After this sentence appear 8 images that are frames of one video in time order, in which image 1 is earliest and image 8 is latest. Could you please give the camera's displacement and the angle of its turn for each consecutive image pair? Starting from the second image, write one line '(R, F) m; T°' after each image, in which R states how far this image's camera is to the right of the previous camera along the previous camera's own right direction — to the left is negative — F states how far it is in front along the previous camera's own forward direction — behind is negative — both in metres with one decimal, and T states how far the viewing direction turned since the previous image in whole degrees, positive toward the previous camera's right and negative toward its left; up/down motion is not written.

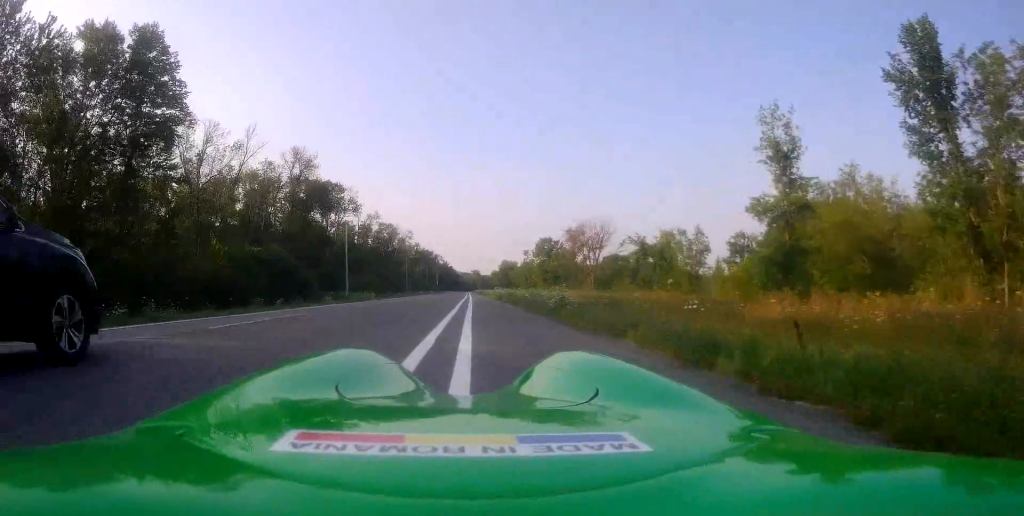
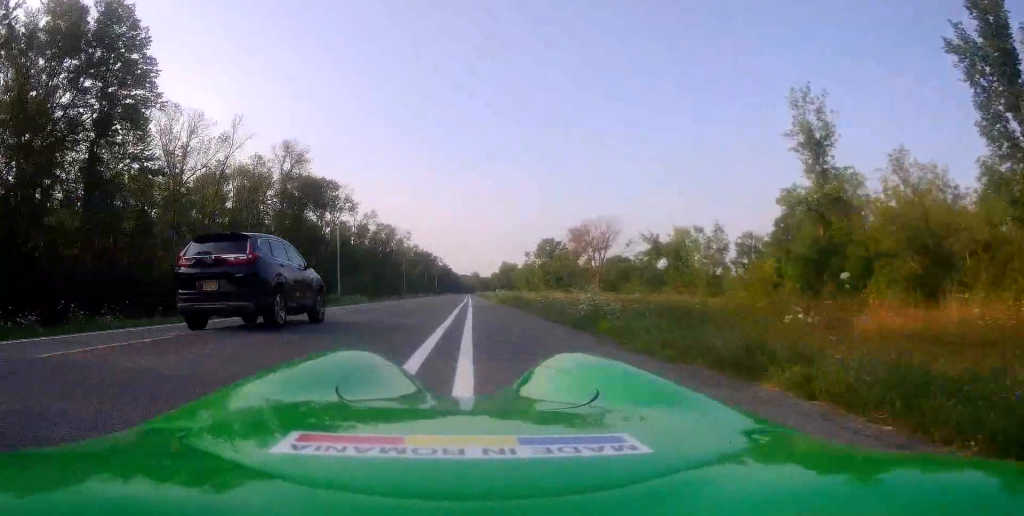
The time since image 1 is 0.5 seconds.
(+0.5, +5.4) m; +1°
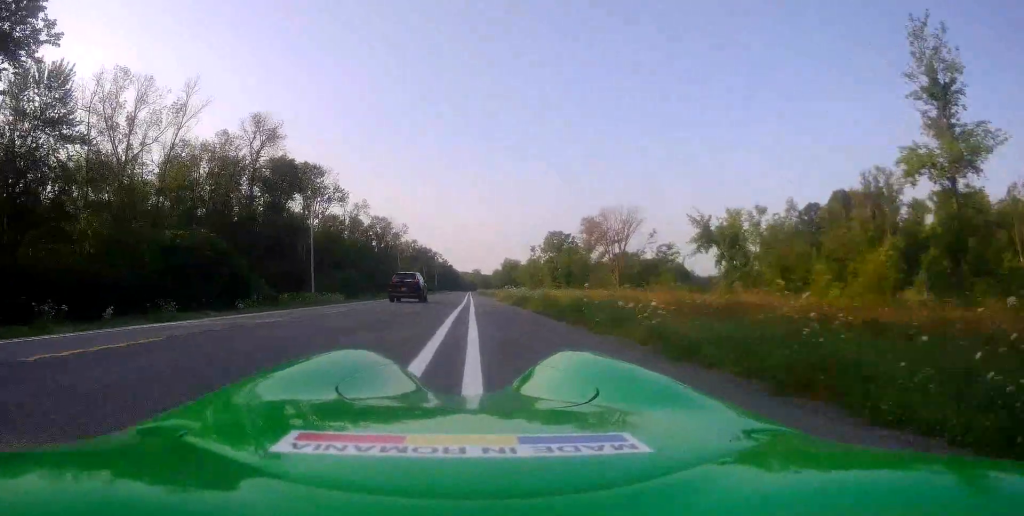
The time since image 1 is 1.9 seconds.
(-0.9, +13.7) m; -2°
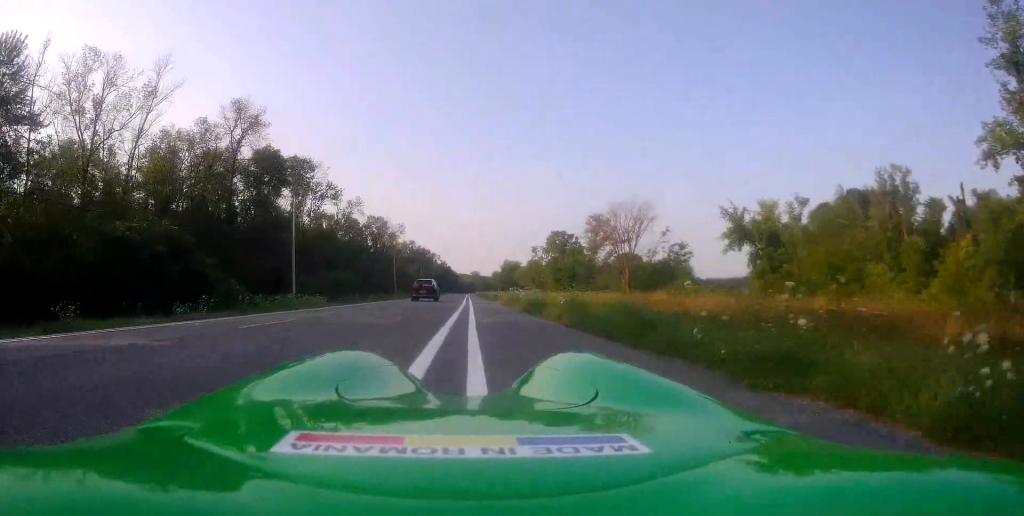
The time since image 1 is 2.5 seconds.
(+0.2, +6.5) m; +1°
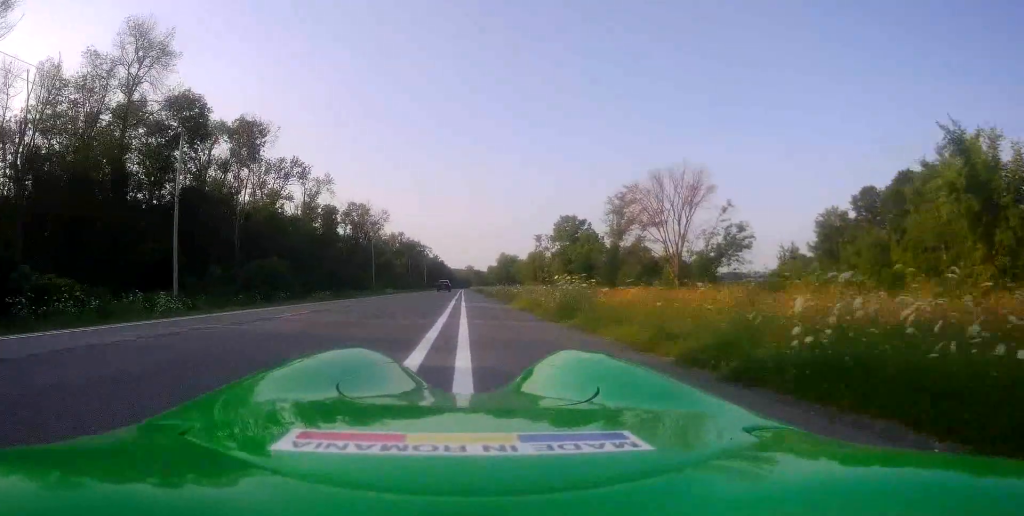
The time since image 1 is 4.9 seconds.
(0.0, +22.2) m; +3°
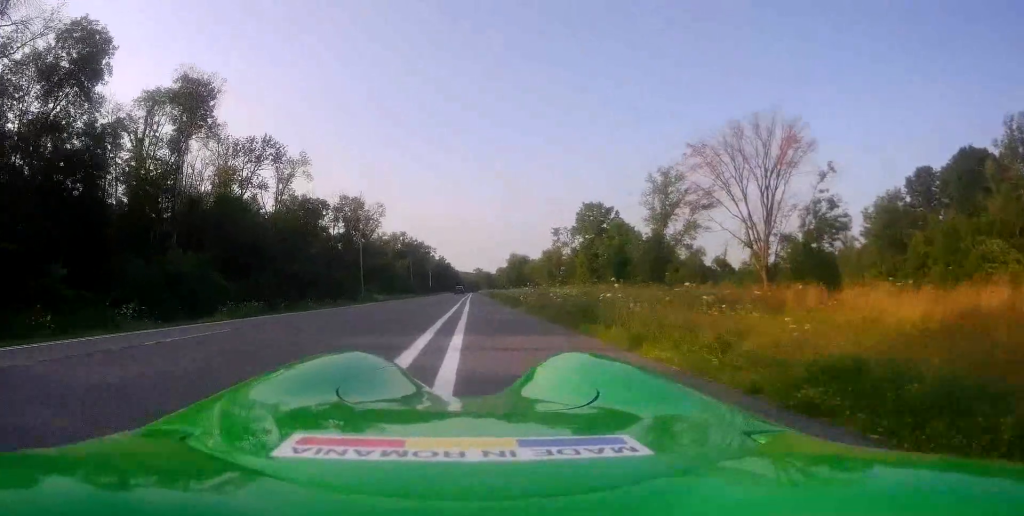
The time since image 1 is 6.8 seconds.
(-0.5, +17.6) m; -4°
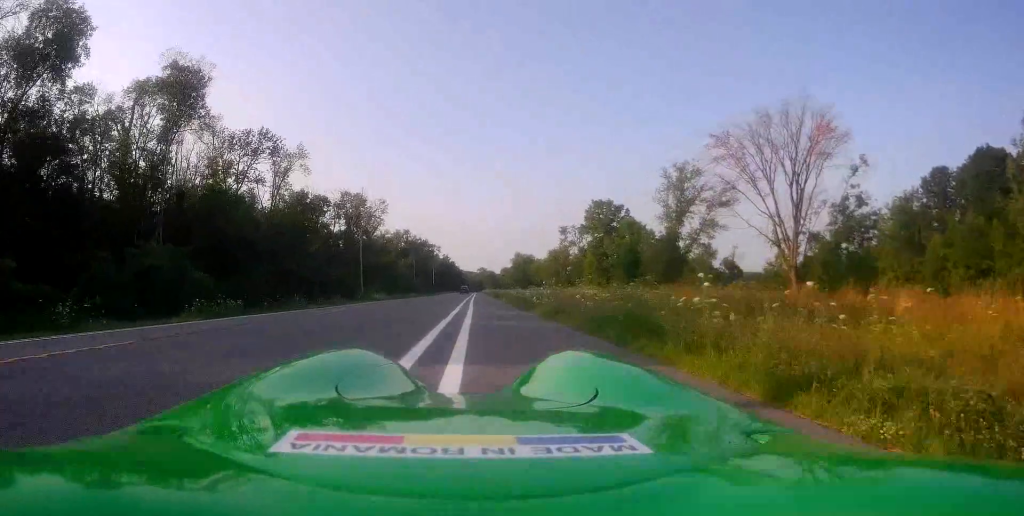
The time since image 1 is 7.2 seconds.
(-0.1, +3.8) m; +1°
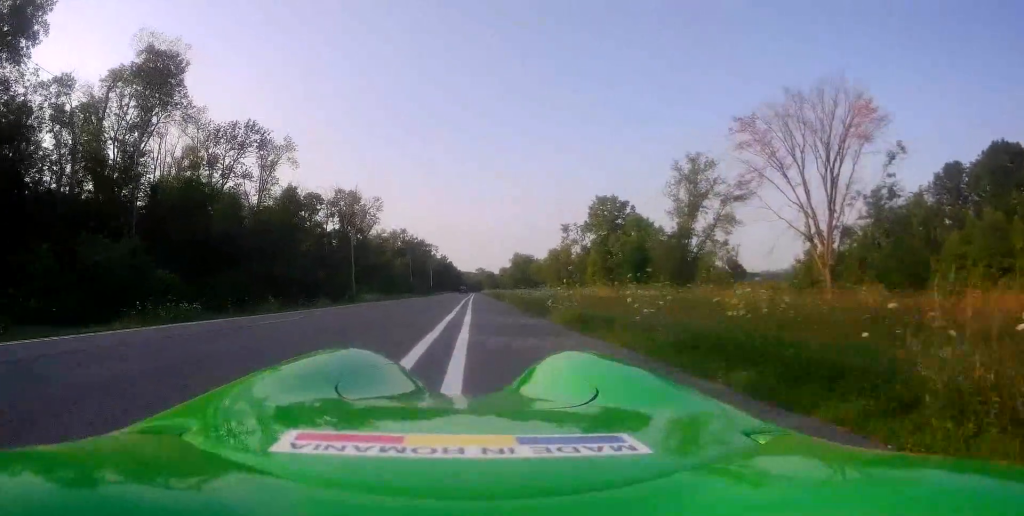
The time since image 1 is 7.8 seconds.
(0.0, +4.5) m; +1°
